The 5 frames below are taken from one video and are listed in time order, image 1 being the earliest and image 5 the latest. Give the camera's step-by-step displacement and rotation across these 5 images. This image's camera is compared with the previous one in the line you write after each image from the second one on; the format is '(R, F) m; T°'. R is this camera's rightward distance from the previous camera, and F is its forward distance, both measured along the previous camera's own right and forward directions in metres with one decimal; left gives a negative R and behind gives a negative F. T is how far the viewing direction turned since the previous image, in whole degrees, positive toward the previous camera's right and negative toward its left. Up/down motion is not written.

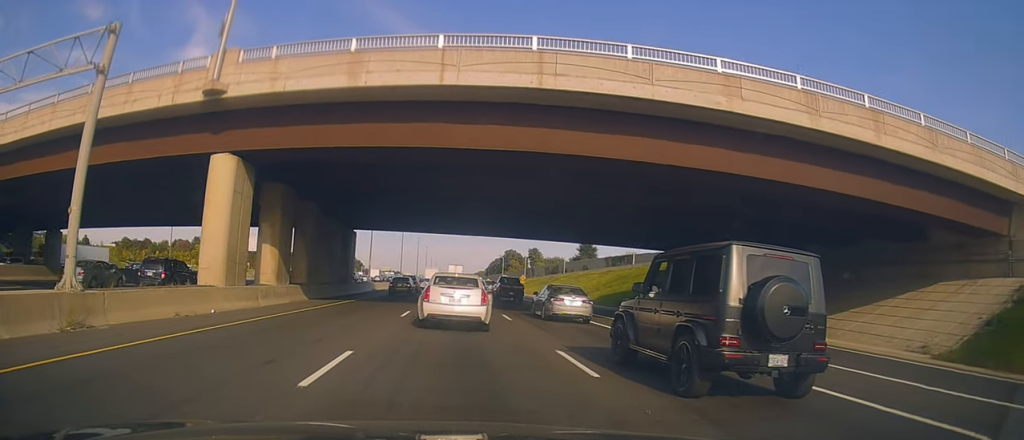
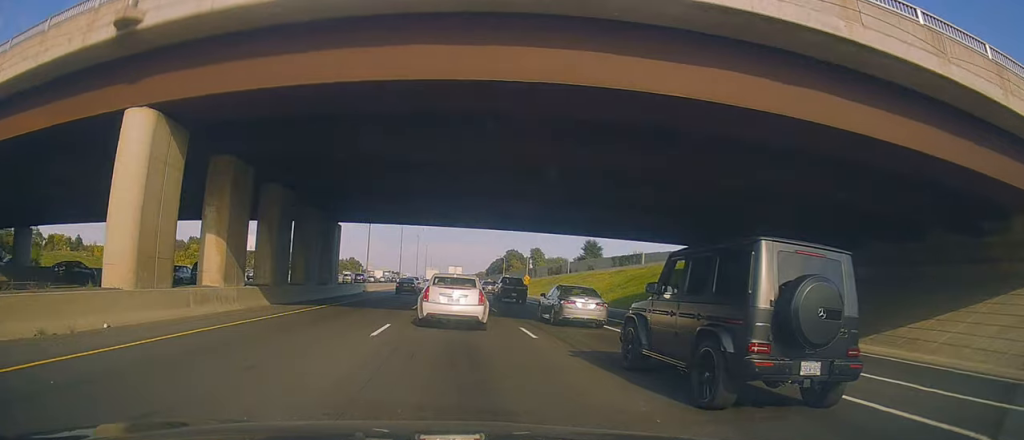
(-0.8, +7.4) m; +1°
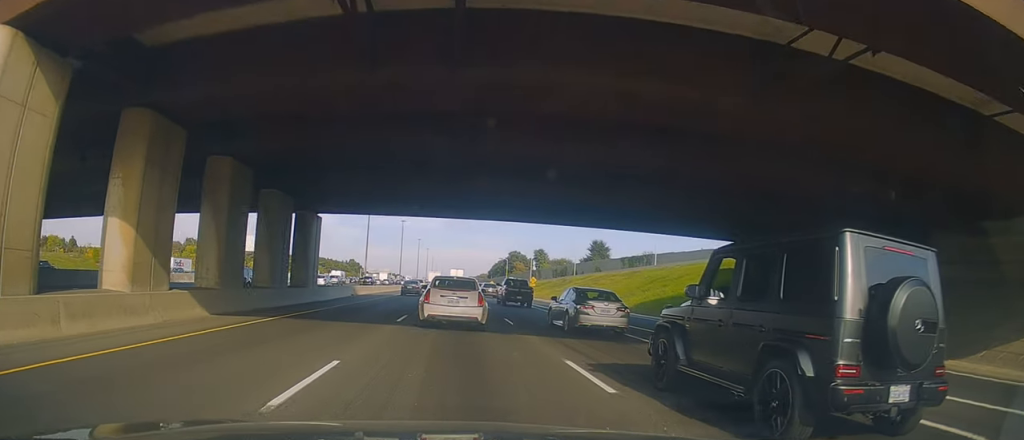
(+1.0, +6.2) m; +4°
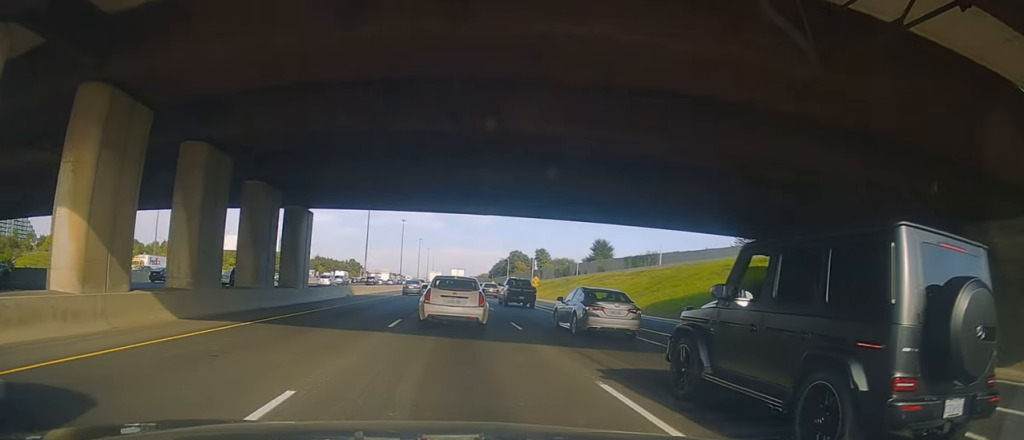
(-0.2, +1.9) m; -1°
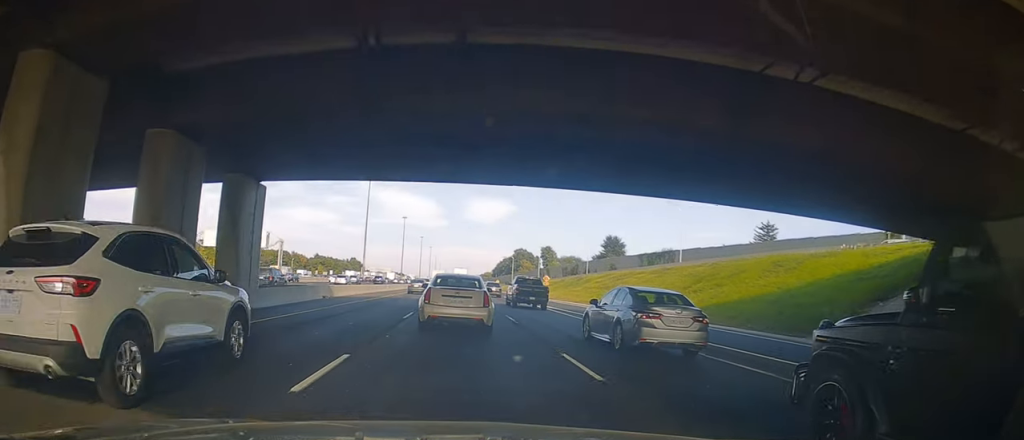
(-0.4, +7.5) m; -1°
